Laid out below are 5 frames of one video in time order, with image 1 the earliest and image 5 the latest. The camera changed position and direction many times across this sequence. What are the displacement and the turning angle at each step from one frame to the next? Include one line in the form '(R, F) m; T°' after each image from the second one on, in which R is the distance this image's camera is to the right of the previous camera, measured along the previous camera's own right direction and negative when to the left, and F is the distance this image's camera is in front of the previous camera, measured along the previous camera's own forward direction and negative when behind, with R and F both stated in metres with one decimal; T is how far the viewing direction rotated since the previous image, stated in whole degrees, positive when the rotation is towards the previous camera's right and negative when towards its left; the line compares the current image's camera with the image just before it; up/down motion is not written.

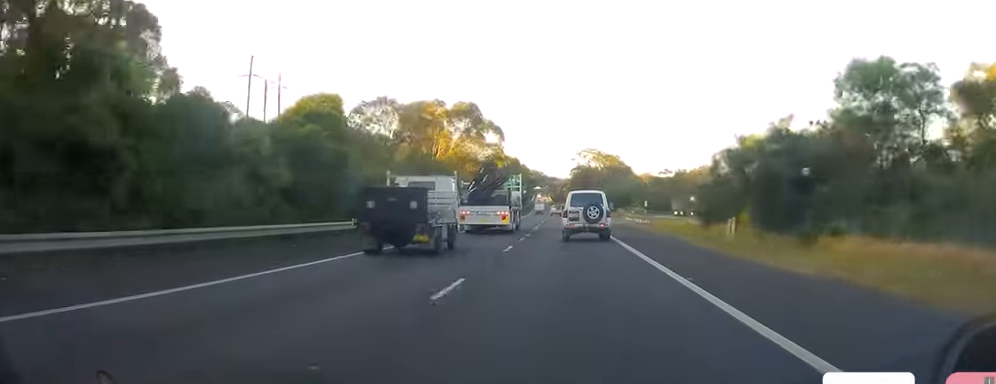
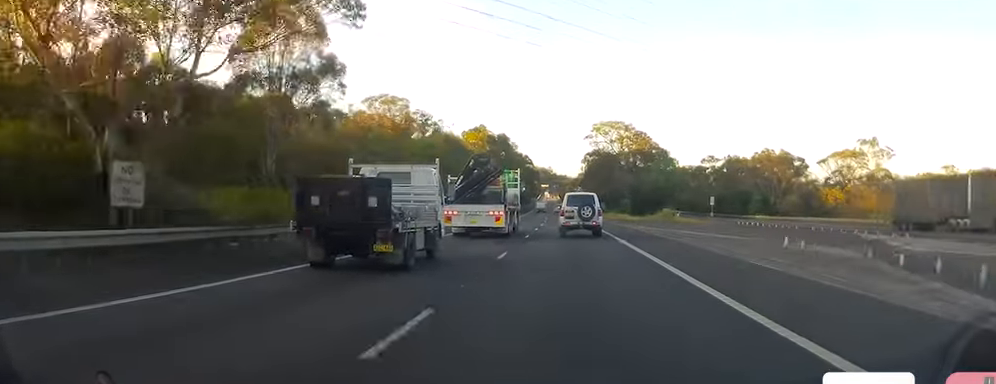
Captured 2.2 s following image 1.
(0.0, +64.1) m; -1°
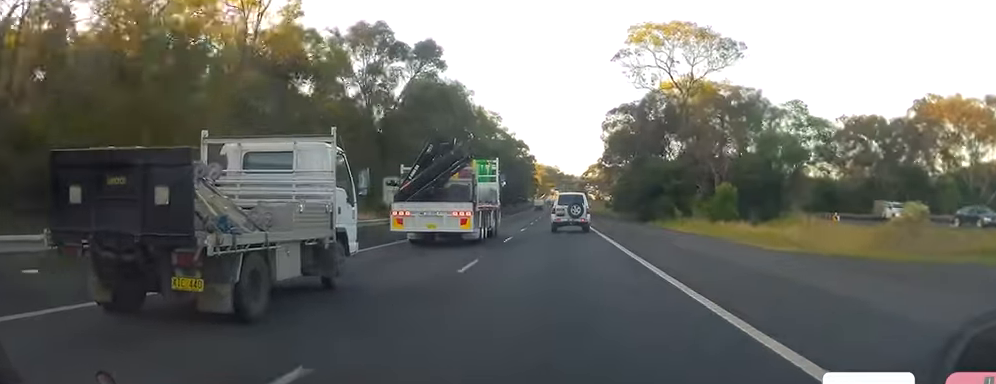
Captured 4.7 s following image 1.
(+0.4, +75.7) m; -1°
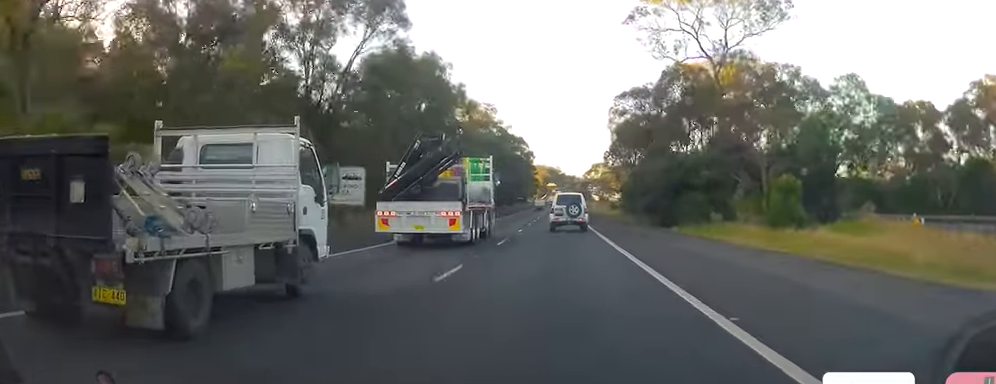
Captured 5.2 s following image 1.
(0.0, +14.0) m; 0°
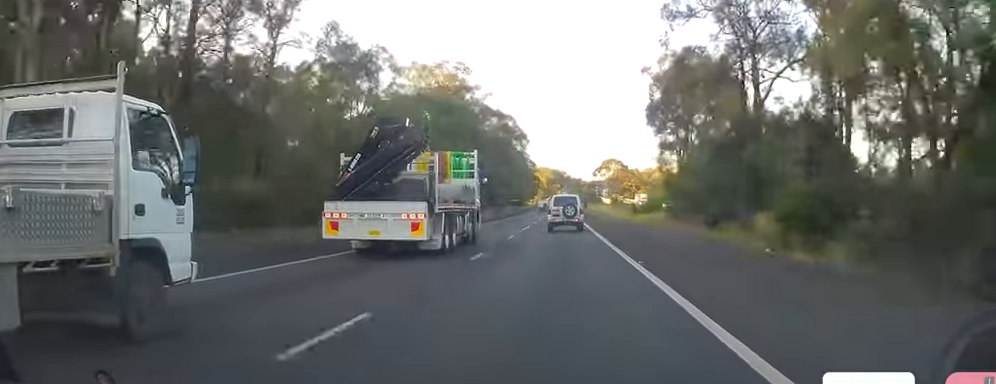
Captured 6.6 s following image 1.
(+0.3, +42.9) m; +1°
